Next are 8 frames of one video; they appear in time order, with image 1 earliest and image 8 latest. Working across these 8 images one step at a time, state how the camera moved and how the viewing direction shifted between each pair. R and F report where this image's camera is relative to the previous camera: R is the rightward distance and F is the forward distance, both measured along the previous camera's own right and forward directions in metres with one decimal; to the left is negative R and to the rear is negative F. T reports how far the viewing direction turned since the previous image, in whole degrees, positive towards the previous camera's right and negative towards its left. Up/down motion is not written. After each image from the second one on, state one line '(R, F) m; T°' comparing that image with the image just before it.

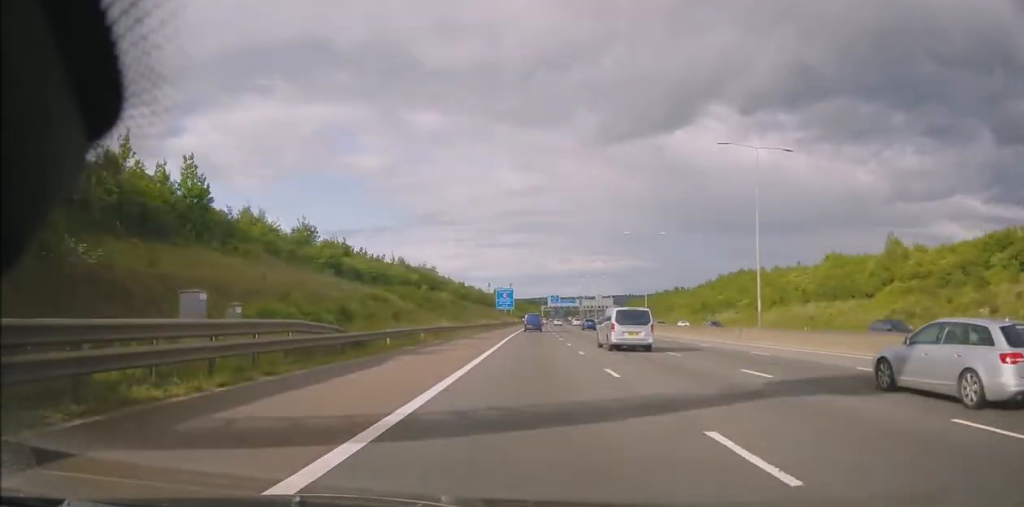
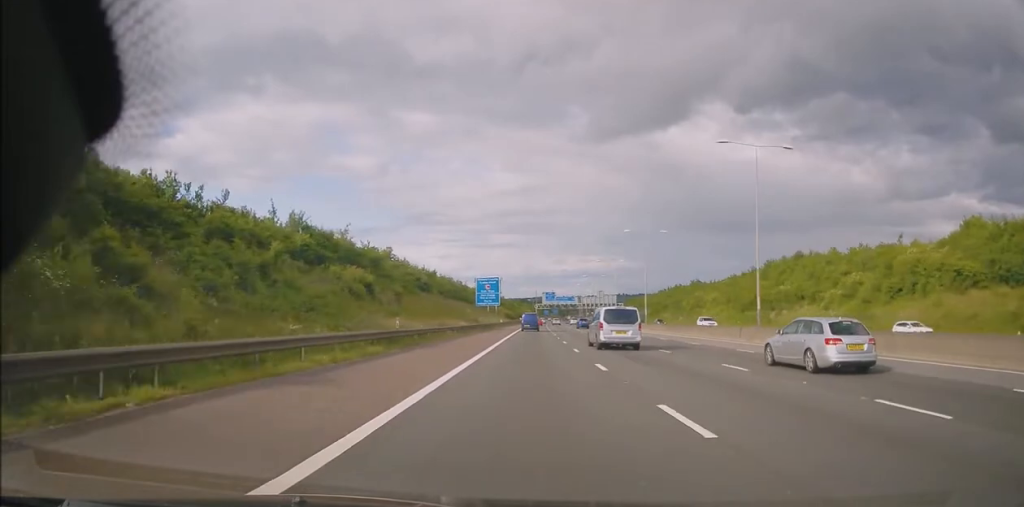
(+0.6, +42.9) m; +1°
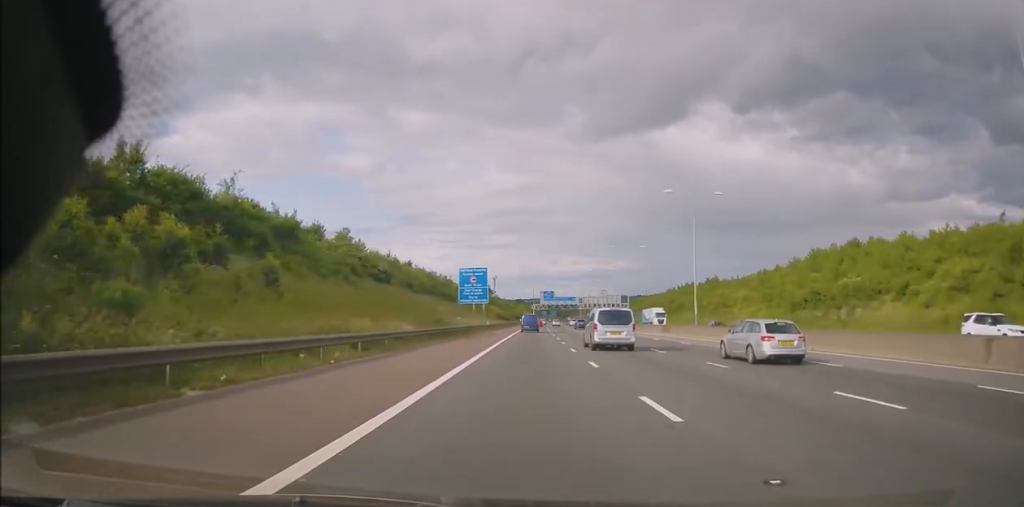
(+0.1, +26.0) m; 0°
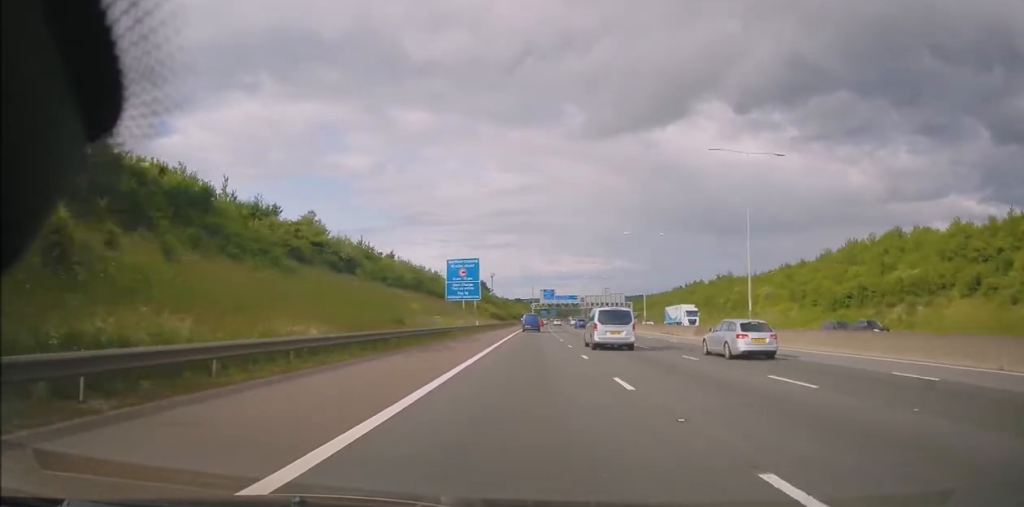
(-0.2, +14.4) m; 0°
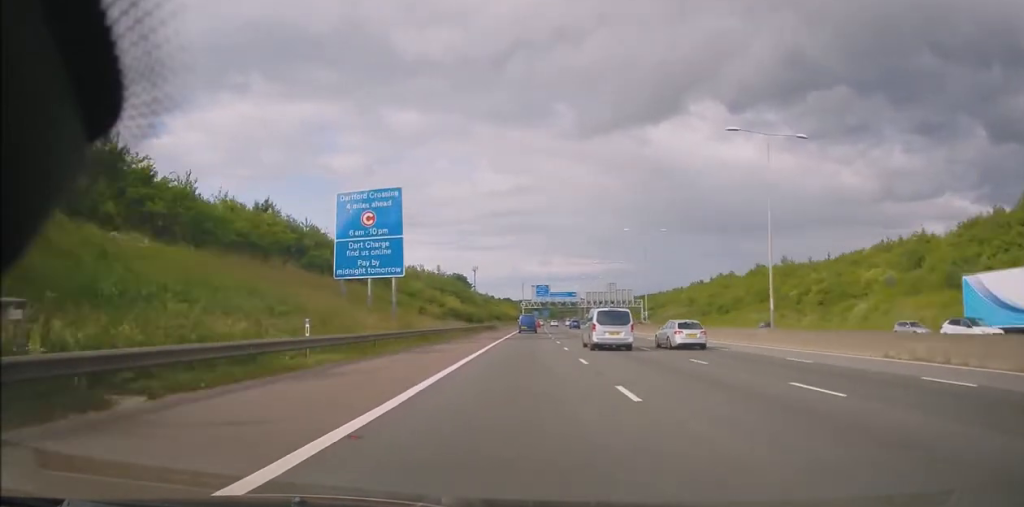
(+0.7, +46.7) m; +1°
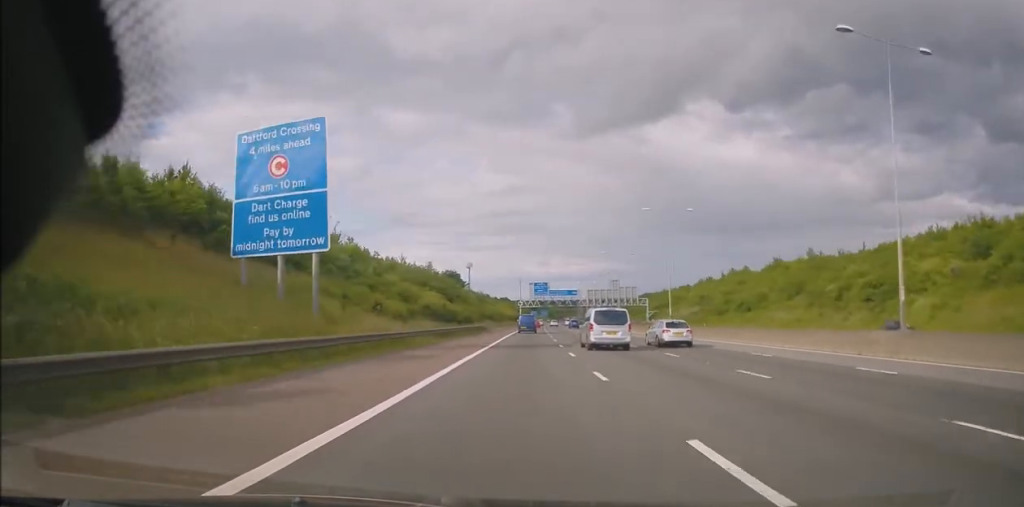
(+0.2, +14.4) m; 0°
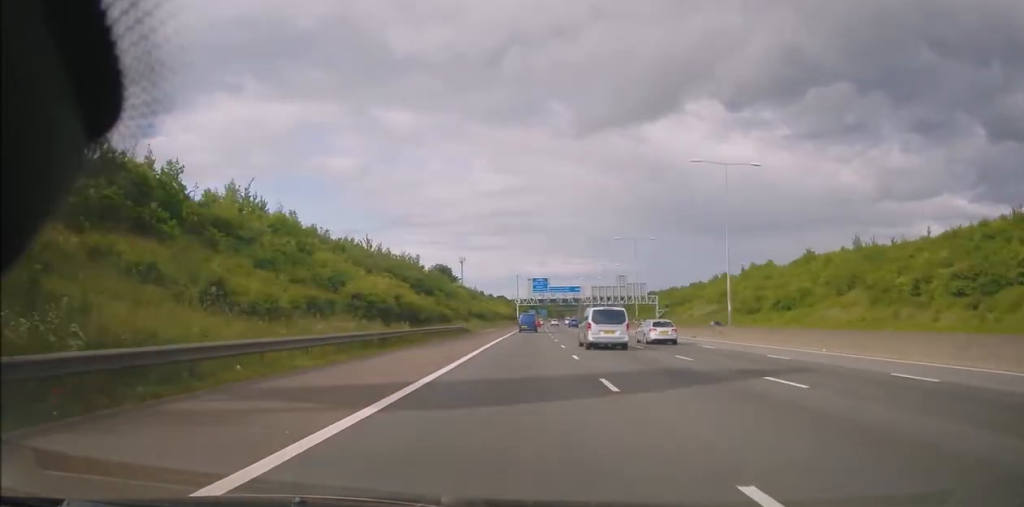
(-0.4, +19.9) m; 0°
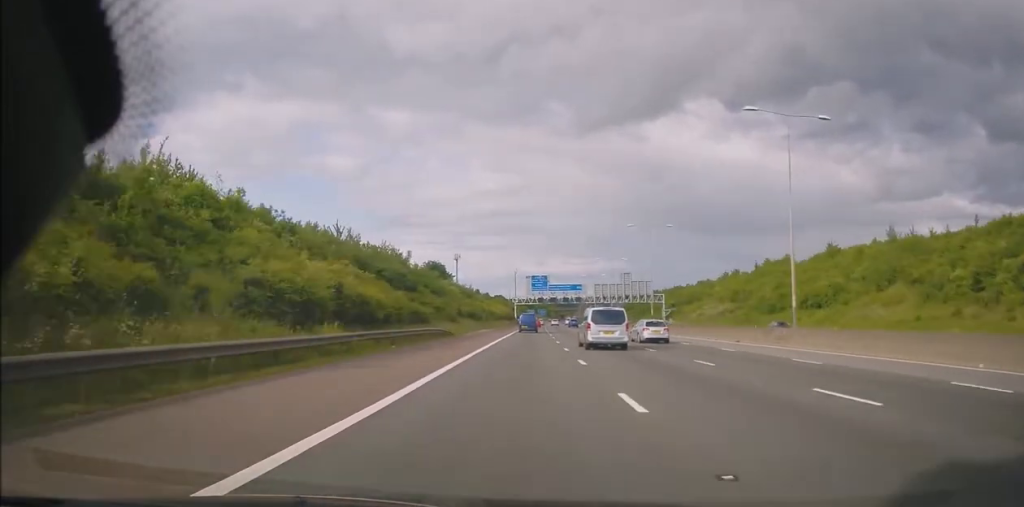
(0.0, +11.8) m; 0°
